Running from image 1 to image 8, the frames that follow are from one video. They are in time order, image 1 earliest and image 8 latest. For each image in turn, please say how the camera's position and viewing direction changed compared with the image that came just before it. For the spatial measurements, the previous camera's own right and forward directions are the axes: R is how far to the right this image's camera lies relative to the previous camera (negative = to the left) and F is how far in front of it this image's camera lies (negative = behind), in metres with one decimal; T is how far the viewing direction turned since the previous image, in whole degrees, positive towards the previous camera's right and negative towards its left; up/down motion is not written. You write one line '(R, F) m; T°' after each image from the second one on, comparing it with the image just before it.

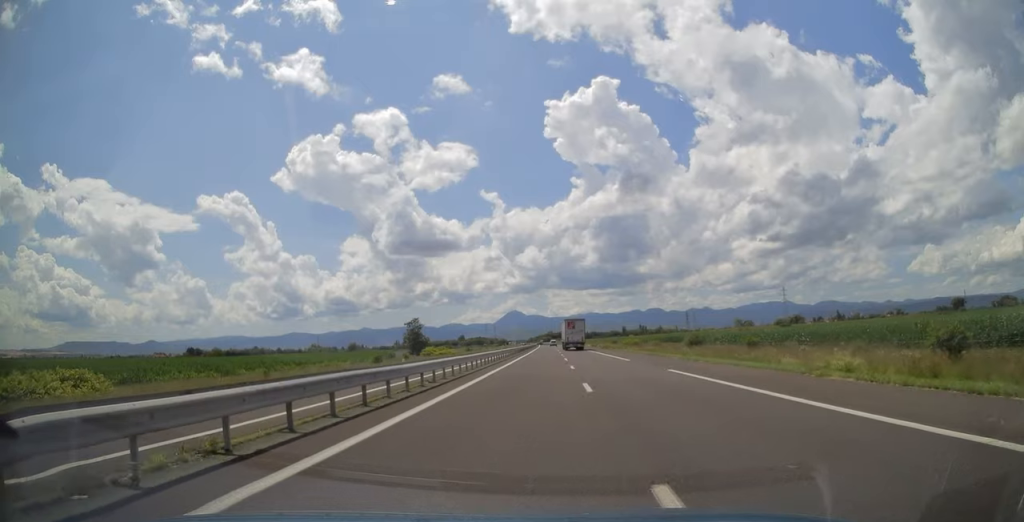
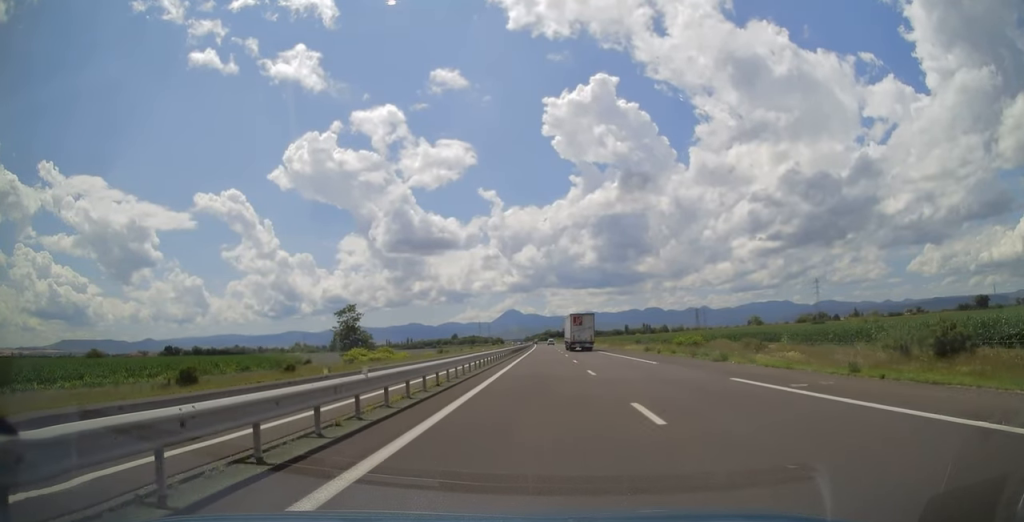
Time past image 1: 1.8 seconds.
(+0.6, +58.3) m; +1°
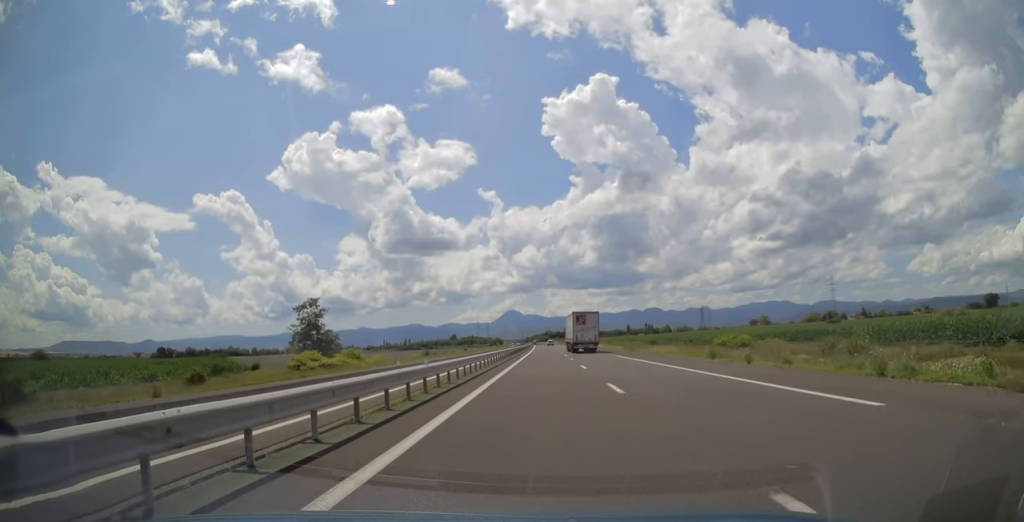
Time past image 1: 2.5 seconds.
(0.0, +20.3) m; 0°
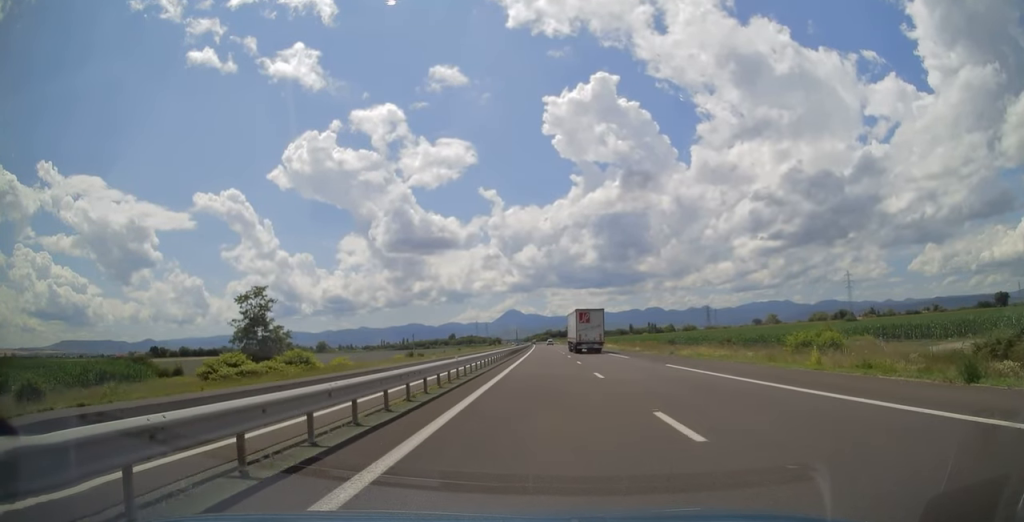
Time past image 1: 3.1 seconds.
(0.0, +20.3) m; 0°
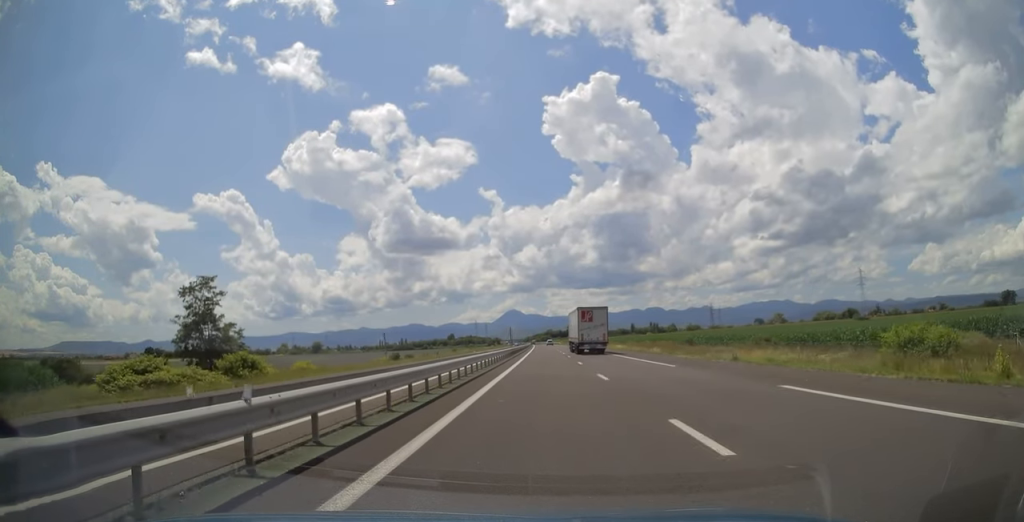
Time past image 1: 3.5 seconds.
(0.0, +13.9) m; 0°
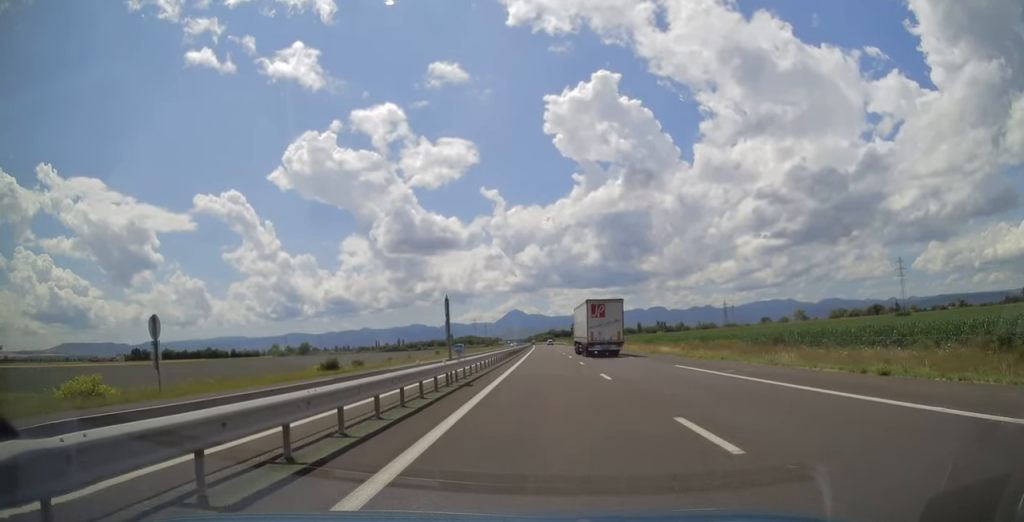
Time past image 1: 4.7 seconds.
(0.0, +39.0) m; -1°
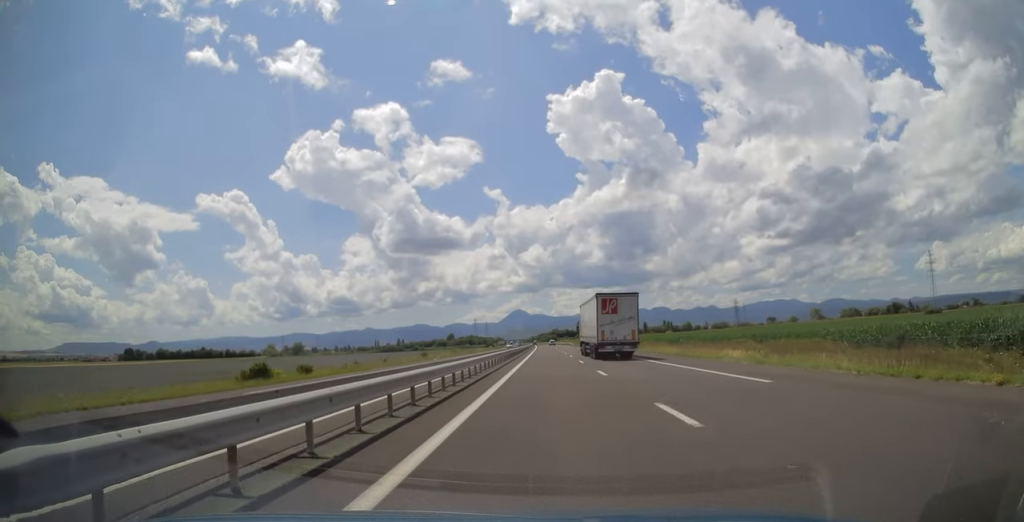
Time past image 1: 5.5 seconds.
(-0.1, +23.6) m; 0°
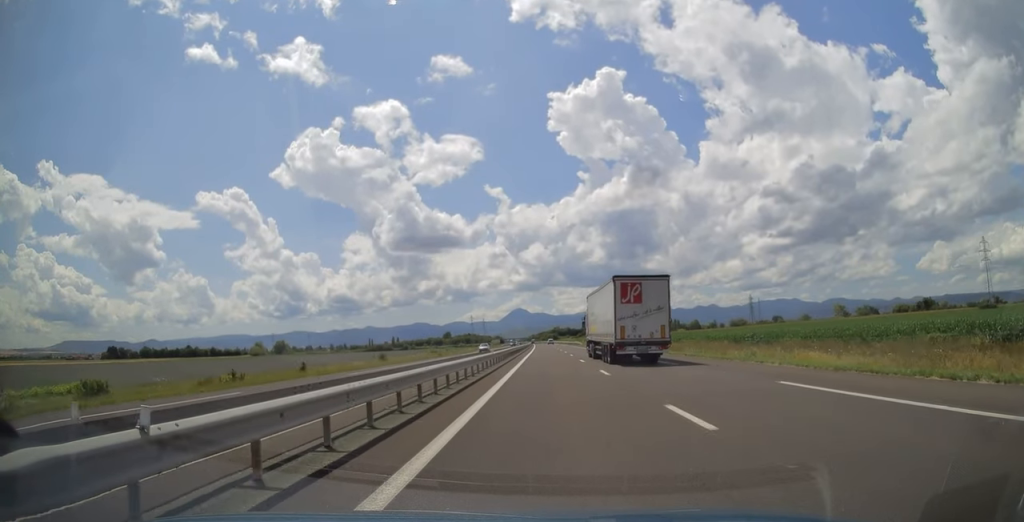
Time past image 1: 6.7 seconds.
(0.0, +39.6) m; 0°
